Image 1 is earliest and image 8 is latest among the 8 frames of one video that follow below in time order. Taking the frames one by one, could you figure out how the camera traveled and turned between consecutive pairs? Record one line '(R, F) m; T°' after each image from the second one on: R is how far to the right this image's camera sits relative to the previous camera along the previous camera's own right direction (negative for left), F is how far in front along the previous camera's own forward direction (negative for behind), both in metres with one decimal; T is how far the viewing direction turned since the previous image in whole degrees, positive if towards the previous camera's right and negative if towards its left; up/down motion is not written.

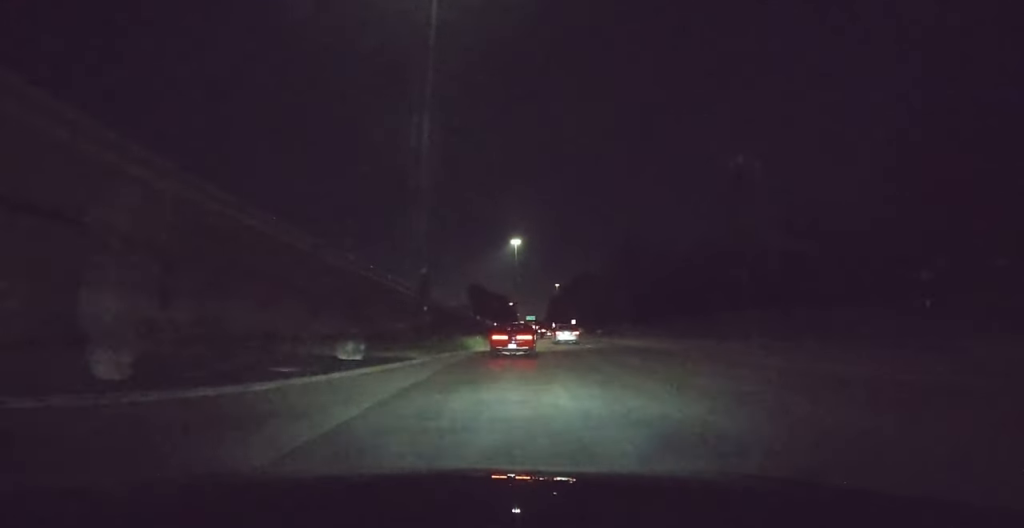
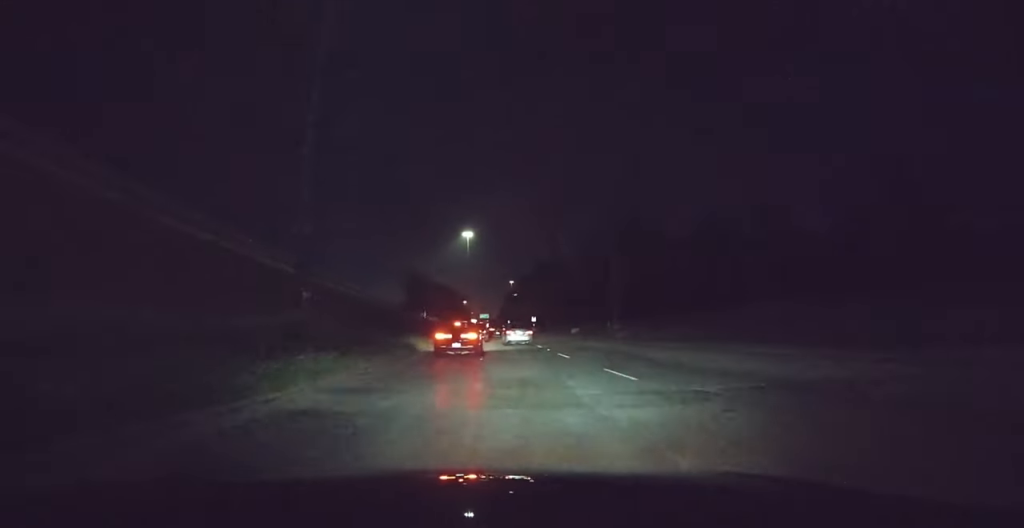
(-0.5, +23.6) m; 0°
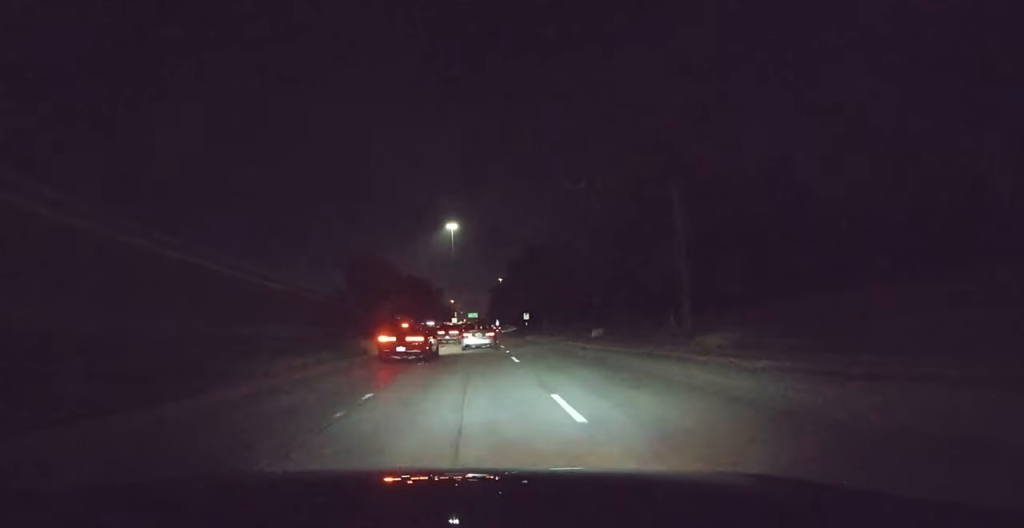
(+0.7, +28.1) m; +2°
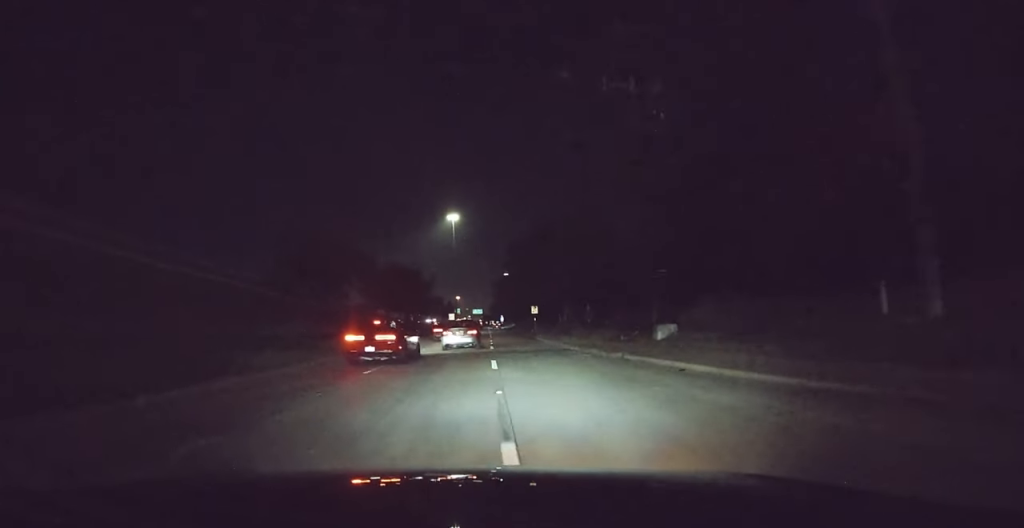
(-0.1, +19.7) m; +1°
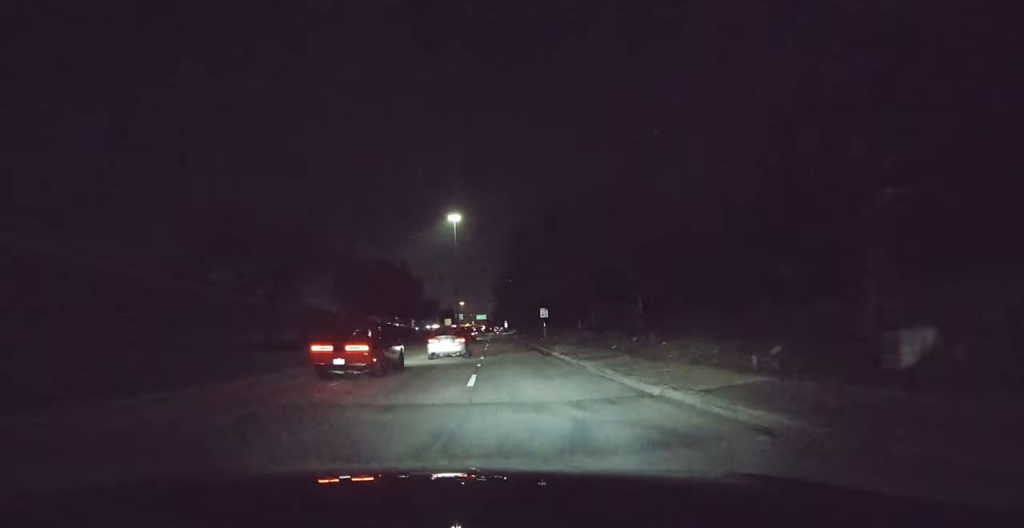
(+0.4, +16.2) m; 0°
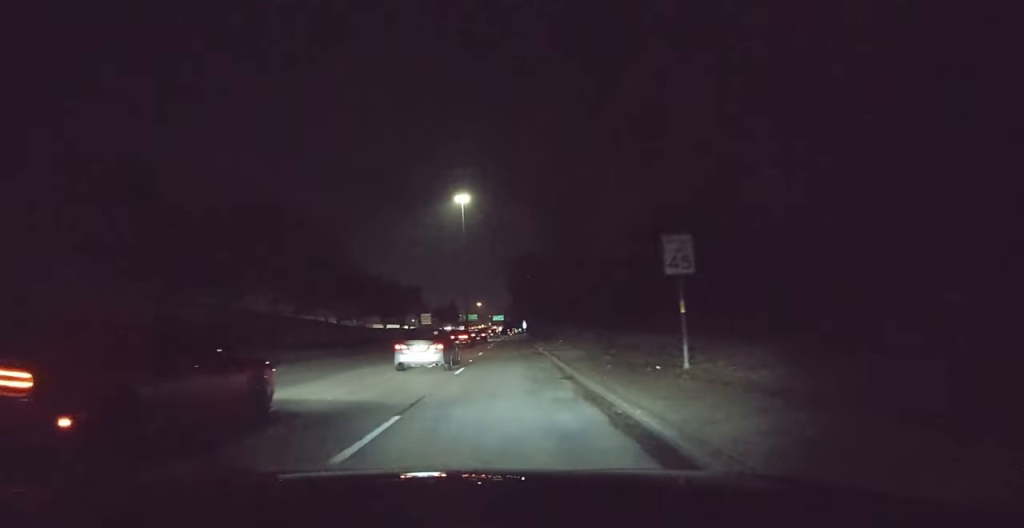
(-0.2, +46.7) m; 0°
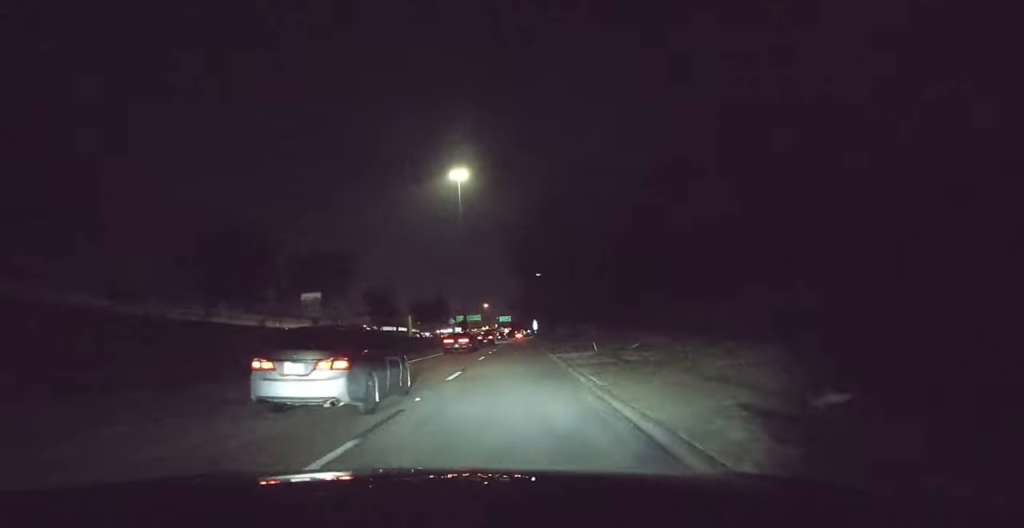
(-0.1, +37.4) m; -1°
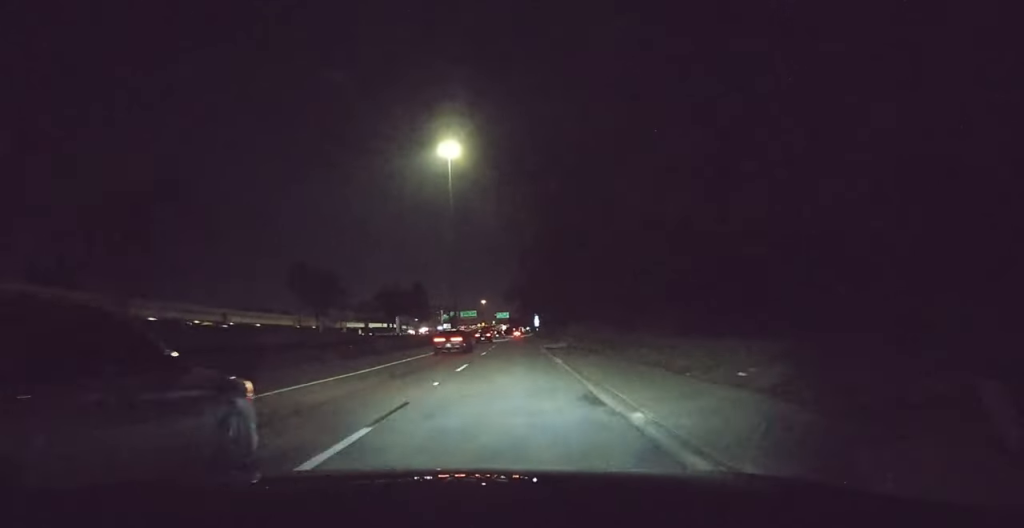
(-0.2, +22.8) m; -1°
